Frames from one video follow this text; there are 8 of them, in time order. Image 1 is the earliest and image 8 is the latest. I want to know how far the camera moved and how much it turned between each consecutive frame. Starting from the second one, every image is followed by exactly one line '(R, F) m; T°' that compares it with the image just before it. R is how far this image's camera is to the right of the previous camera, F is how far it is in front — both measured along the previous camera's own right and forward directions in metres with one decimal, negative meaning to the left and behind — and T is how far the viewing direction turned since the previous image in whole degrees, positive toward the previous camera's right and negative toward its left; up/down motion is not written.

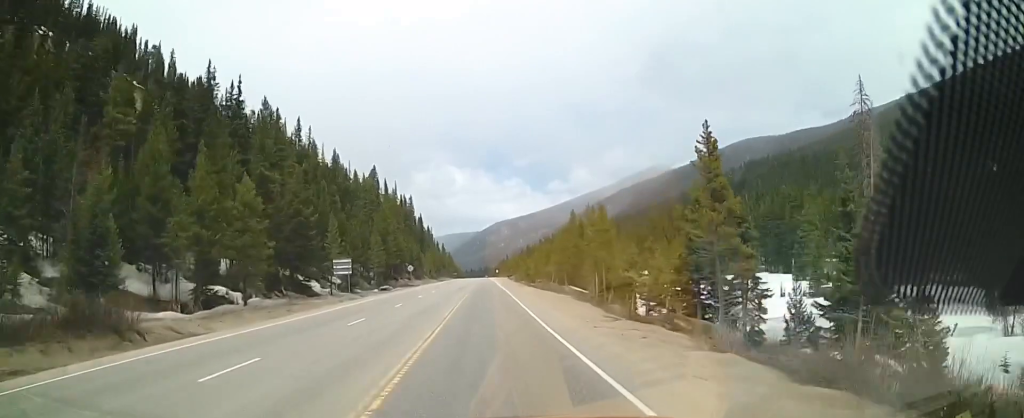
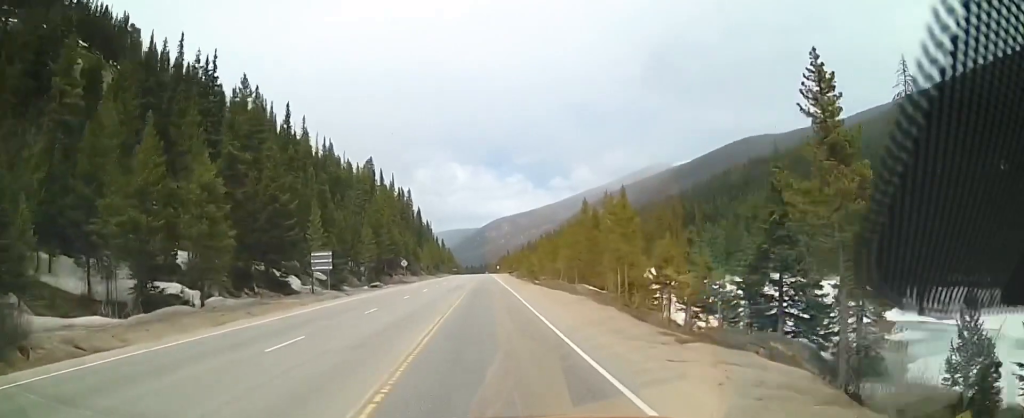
(0.0, +8.9) m; 0°
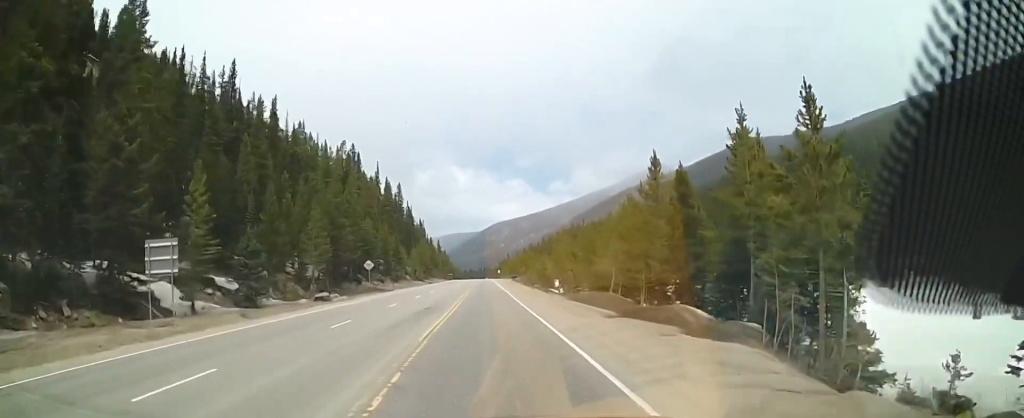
(+0.1, +29.8) m; 0°
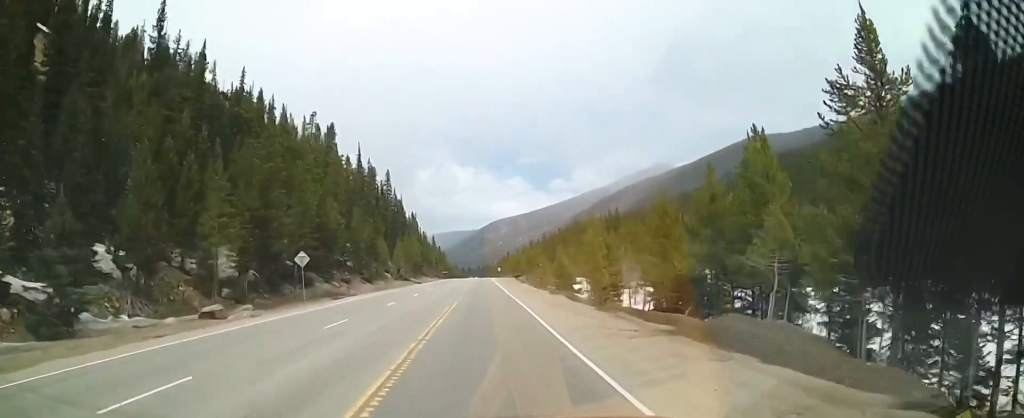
(-0.3, +25.6) m; 0°
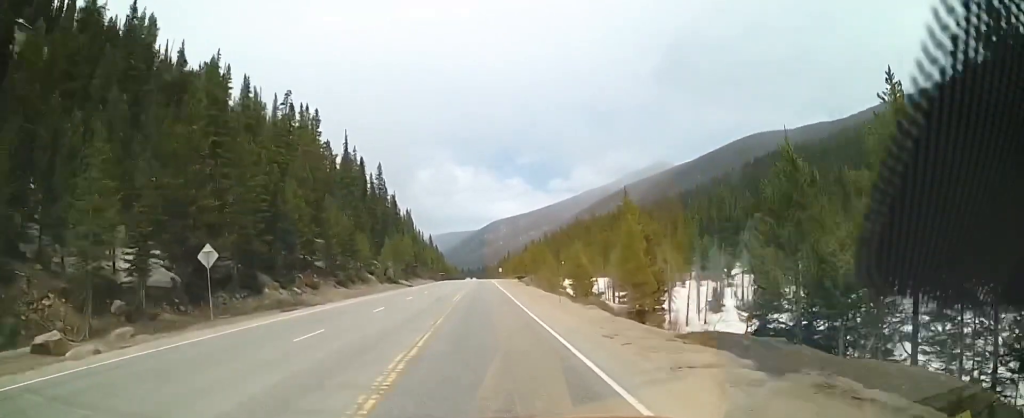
(+0.2, +16.1) m; +1°
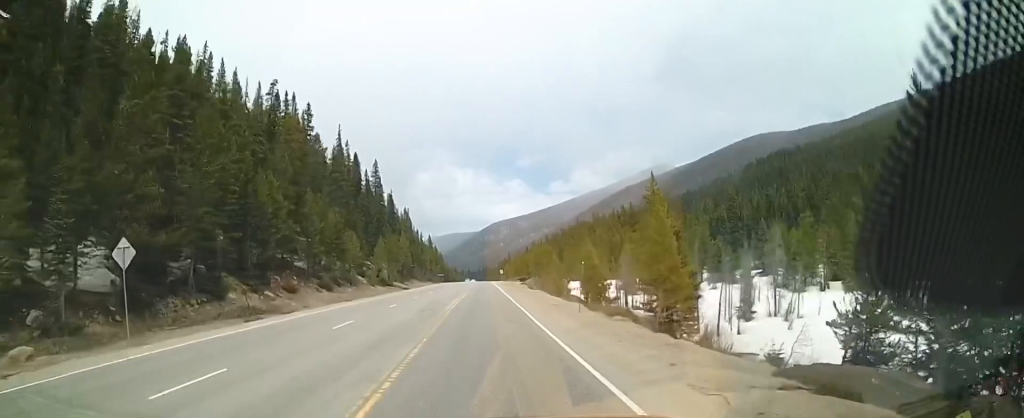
(+0.1, +7.8) m; +1°
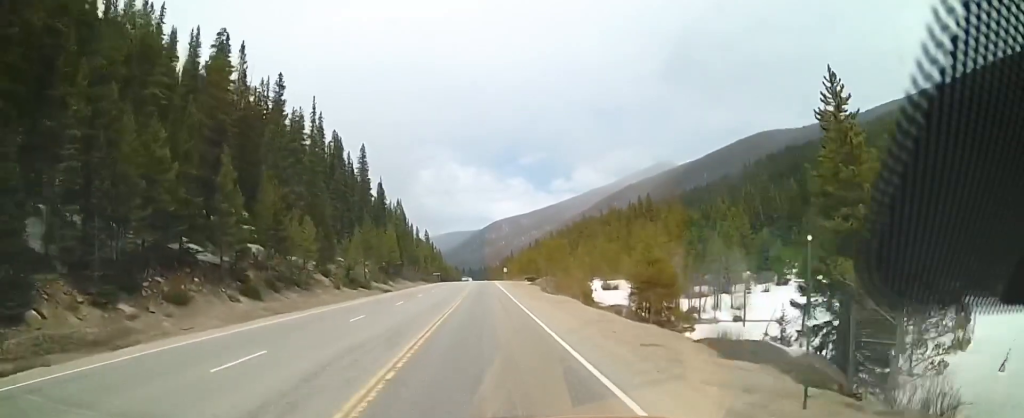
(+0.1, +22.3) m; +1°
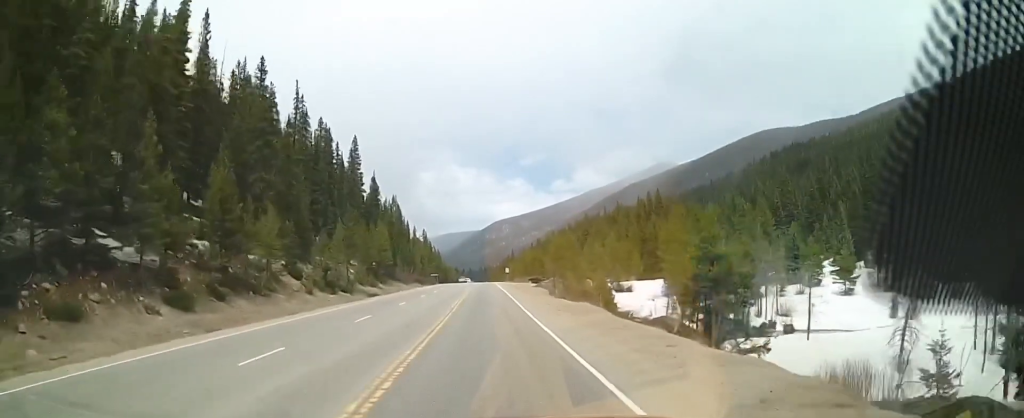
(+0.2, +11.0) m; 0°
